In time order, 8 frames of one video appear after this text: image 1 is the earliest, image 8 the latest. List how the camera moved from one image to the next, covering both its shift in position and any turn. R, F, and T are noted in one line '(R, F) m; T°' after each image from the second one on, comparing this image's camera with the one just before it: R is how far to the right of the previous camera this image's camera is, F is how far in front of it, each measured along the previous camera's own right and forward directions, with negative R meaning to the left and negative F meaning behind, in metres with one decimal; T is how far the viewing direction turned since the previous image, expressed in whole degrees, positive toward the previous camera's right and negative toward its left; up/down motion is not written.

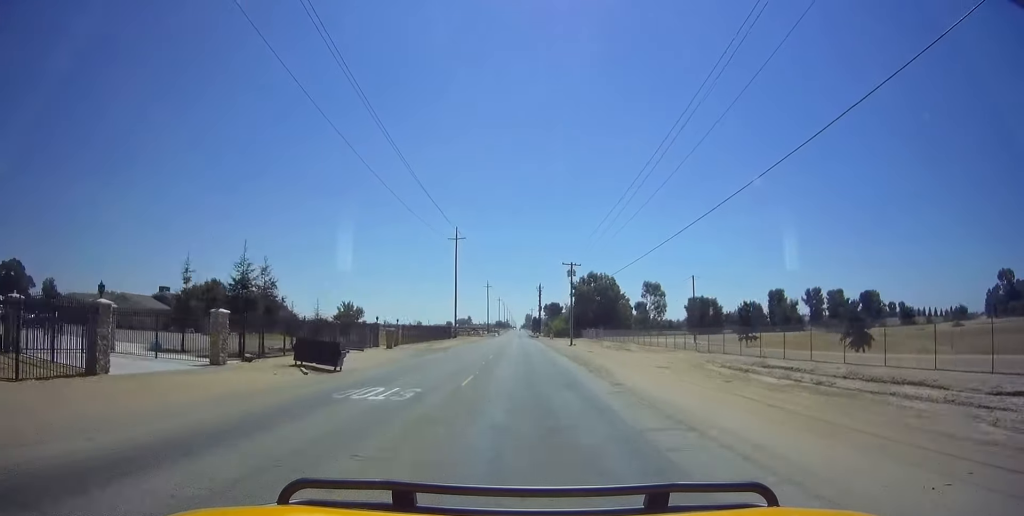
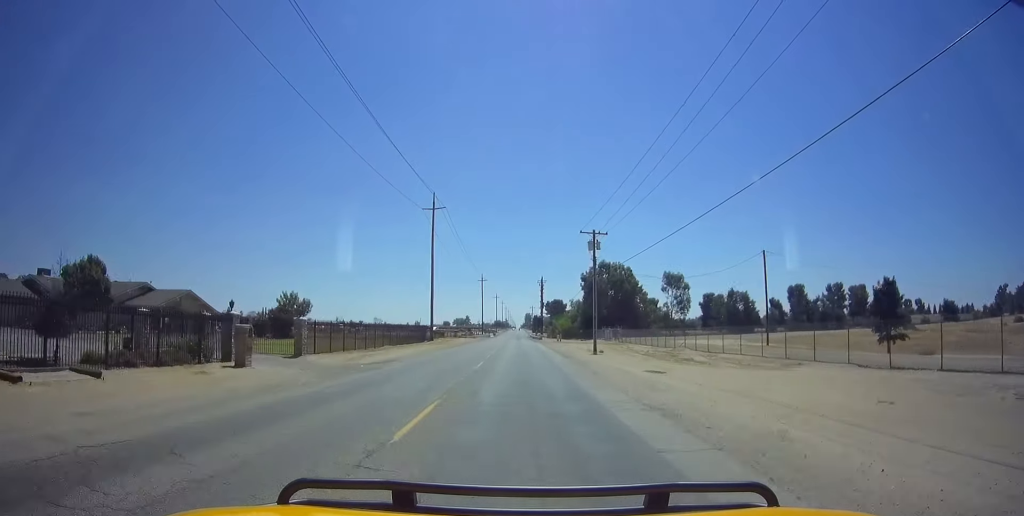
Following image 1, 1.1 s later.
(-0.6, +22.8) m; -2°
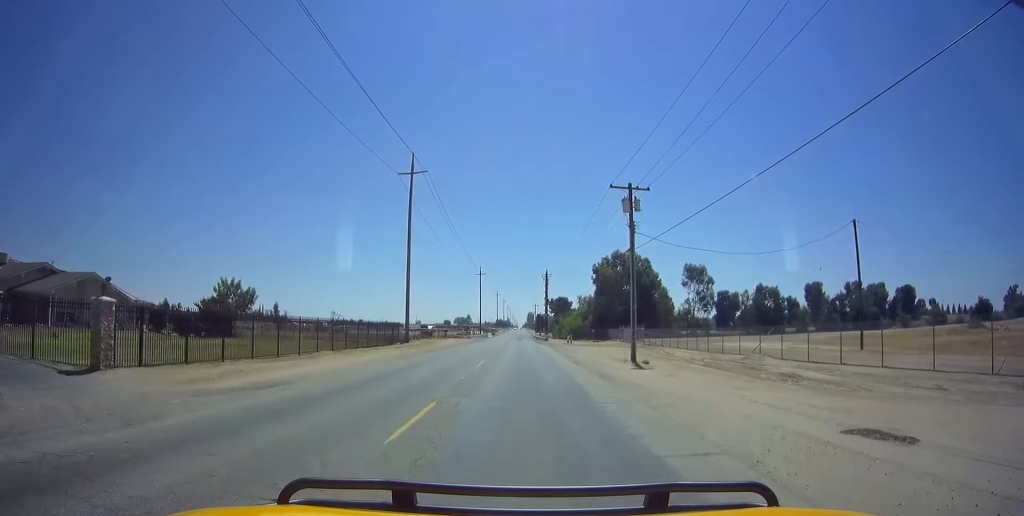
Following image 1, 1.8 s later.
(0.0, +15.3) m; 0°
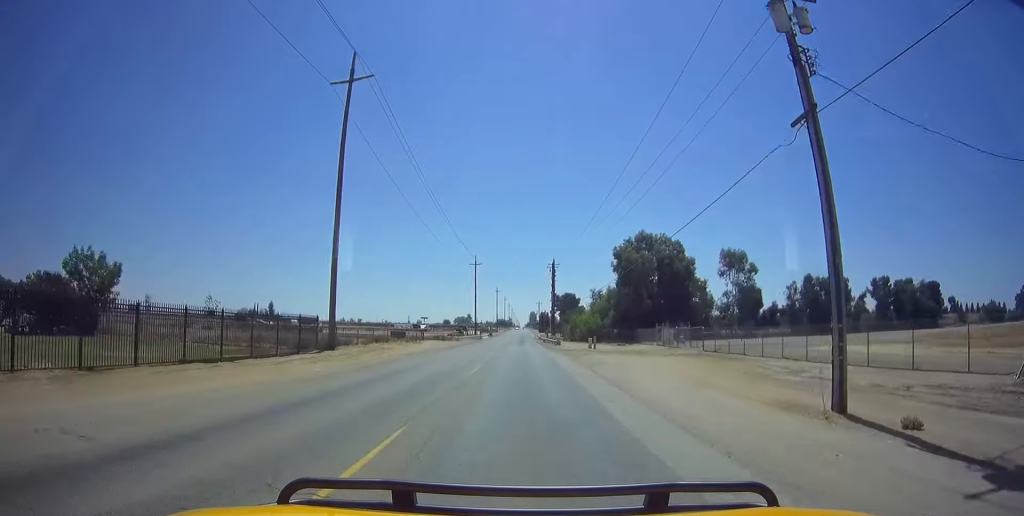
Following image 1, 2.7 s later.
(0.0, +21.0) m; 0°
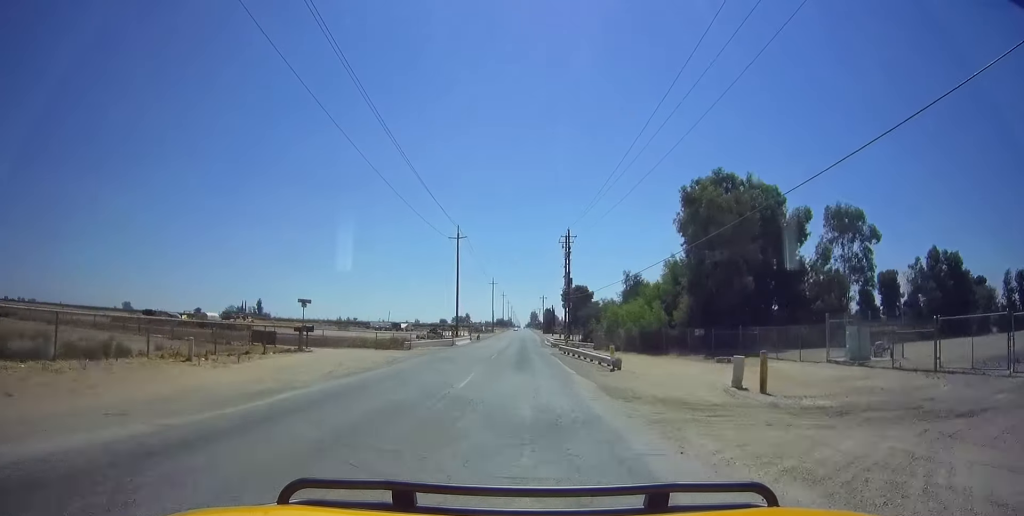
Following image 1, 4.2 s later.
(0.0, +34.7) m; 0°
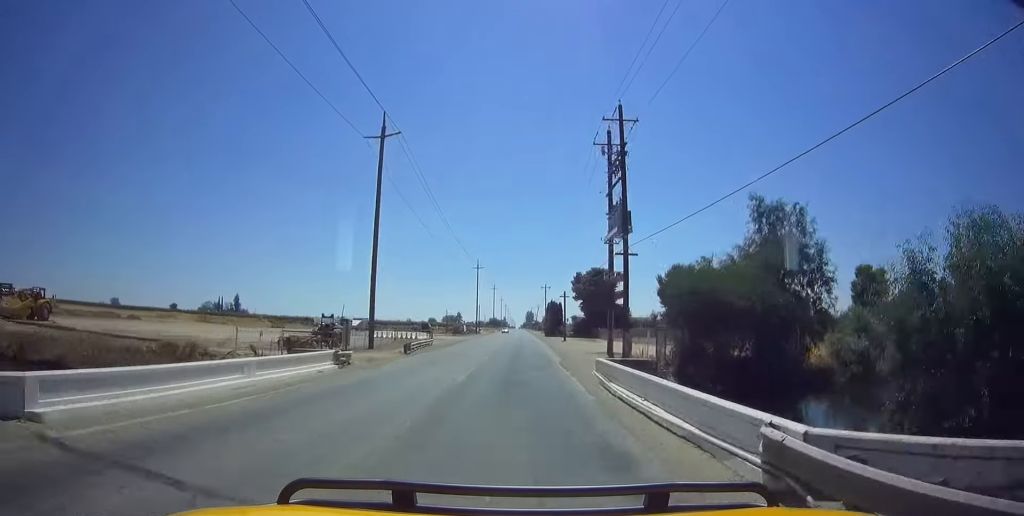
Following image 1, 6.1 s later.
(0.0, +45.8) m; 0°
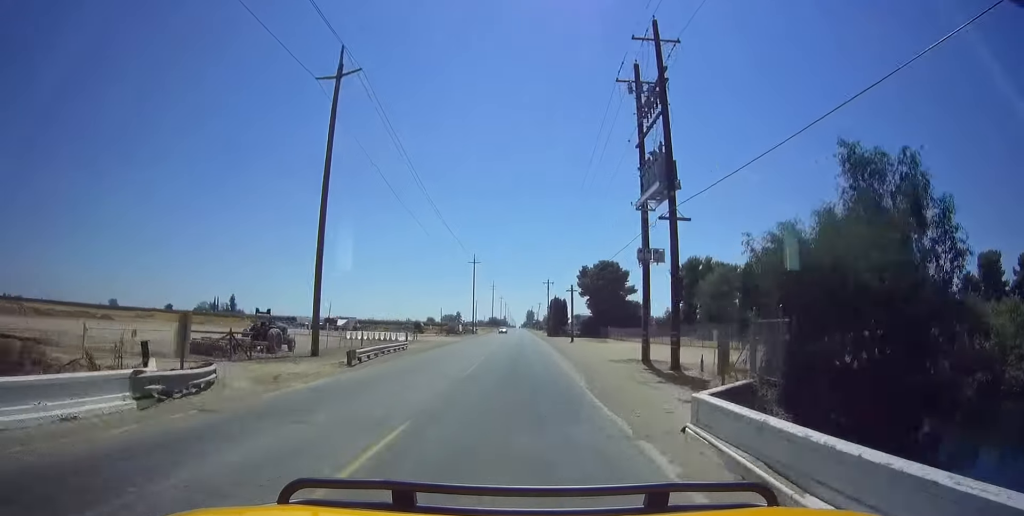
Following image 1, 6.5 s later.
(0.0, +10.7) m; 0°
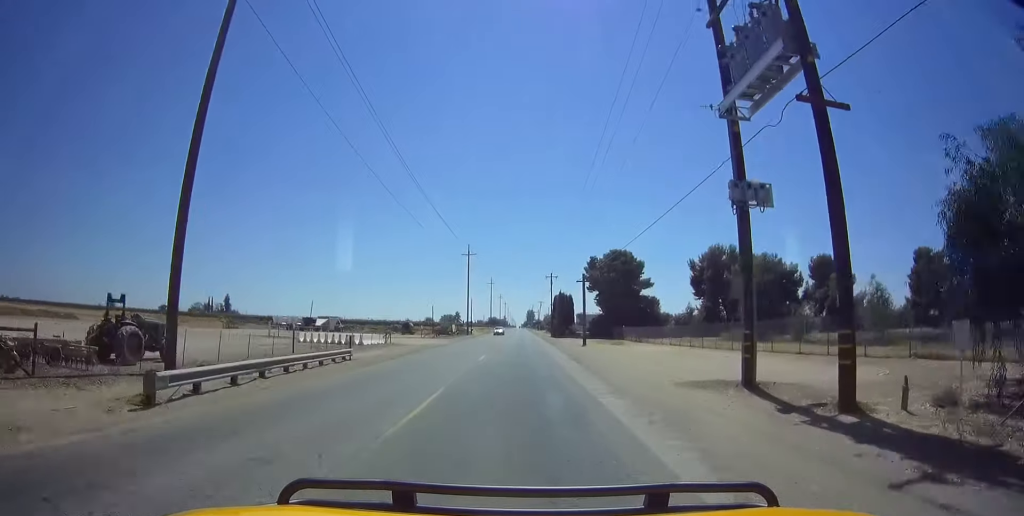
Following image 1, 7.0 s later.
(0.0, +12.5) m; 0°
